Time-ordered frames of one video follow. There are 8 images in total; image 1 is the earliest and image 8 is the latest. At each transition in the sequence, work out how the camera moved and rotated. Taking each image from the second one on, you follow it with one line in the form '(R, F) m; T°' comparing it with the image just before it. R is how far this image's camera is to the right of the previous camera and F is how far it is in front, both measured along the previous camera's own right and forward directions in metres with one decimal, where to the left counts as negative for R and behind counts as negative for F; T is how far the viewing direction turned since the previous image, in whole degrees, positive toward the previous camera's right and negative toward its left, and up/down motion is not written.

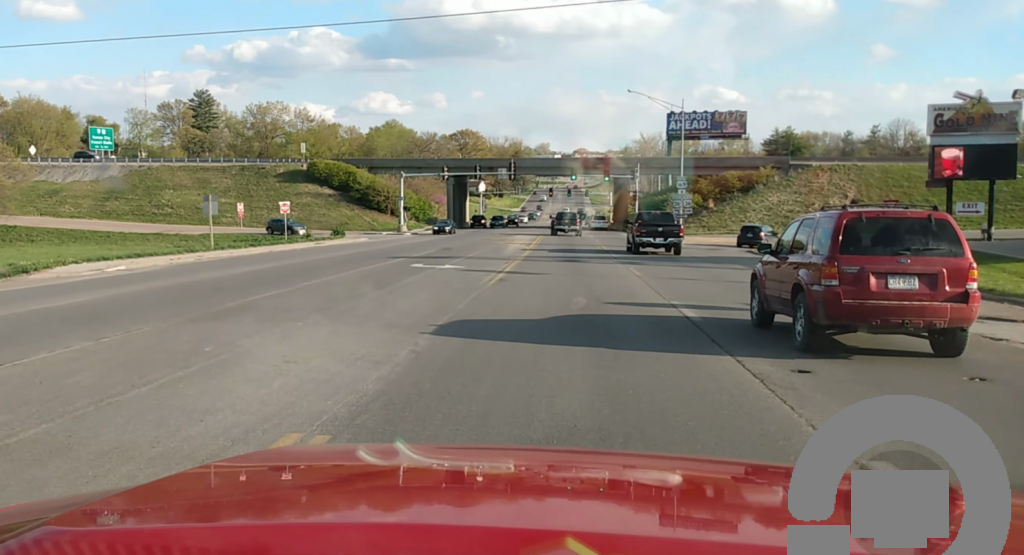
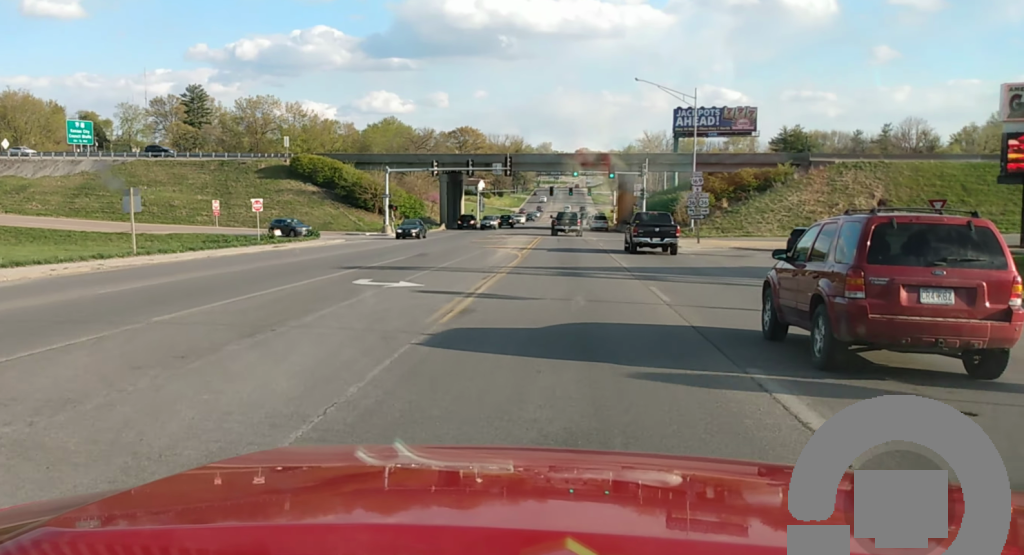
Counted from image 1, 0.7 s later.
(-0.1, +7.9) m; 0°
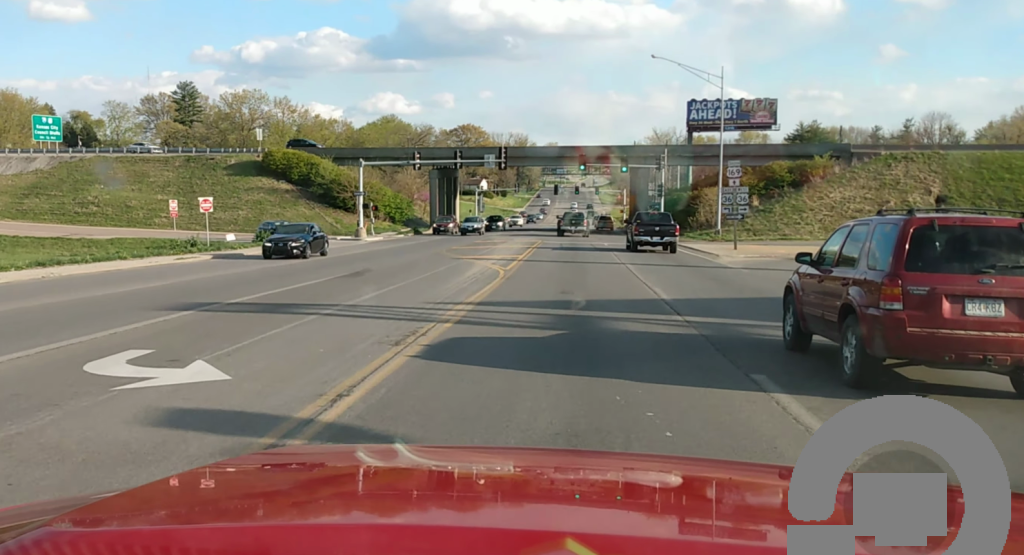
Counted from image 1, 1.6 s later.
(+0.2, +12.1) m; +1°
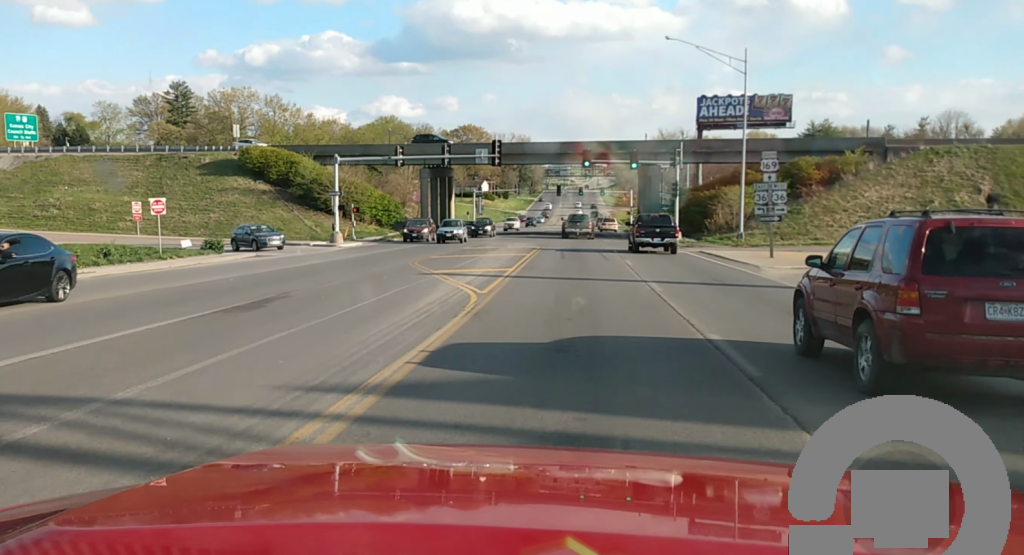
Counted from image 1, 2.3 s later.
(+0.1, +8.5) m; -1°
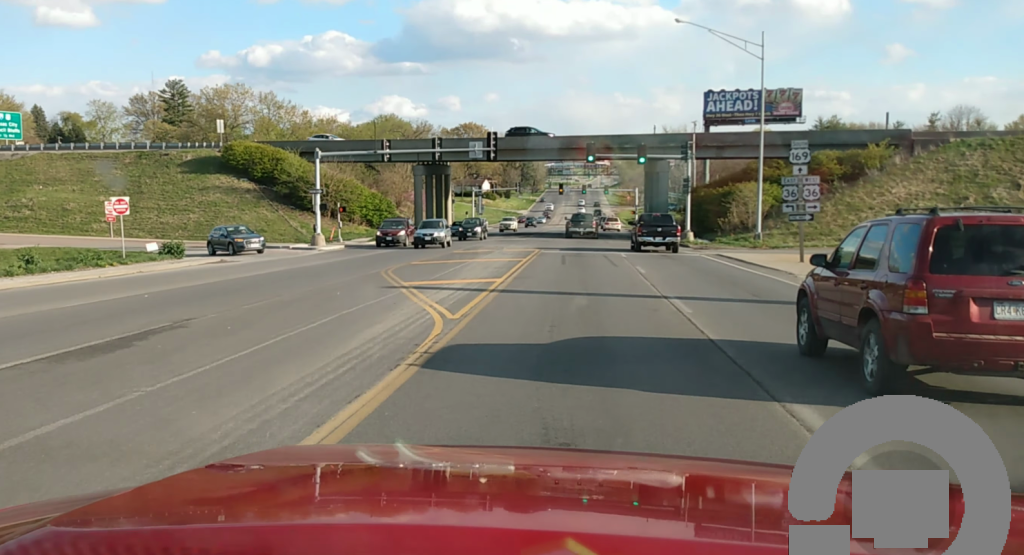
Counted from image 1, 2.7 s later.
(0.0, +5.5) m; 0°
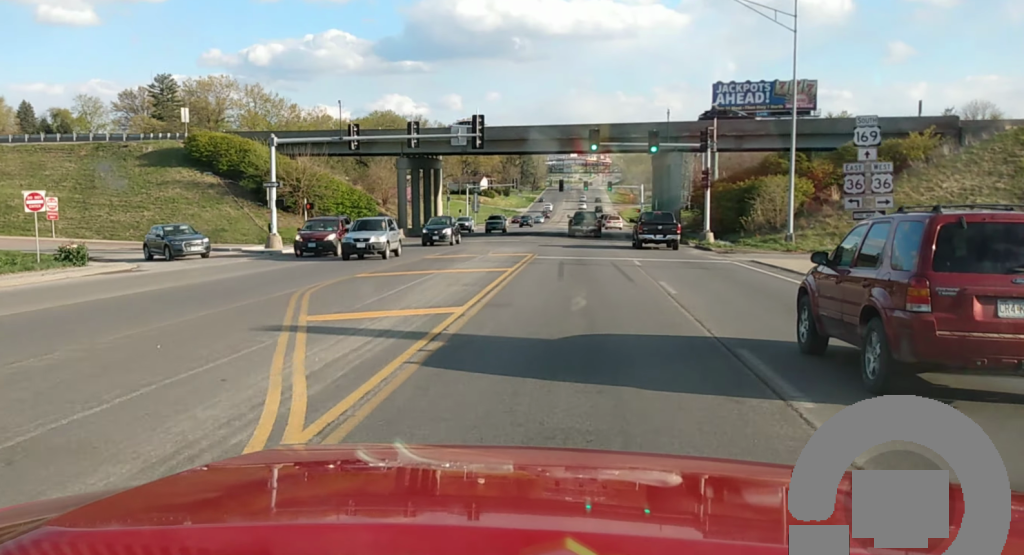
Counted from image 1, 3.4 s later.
(-0.2, +8.5) m; -1°
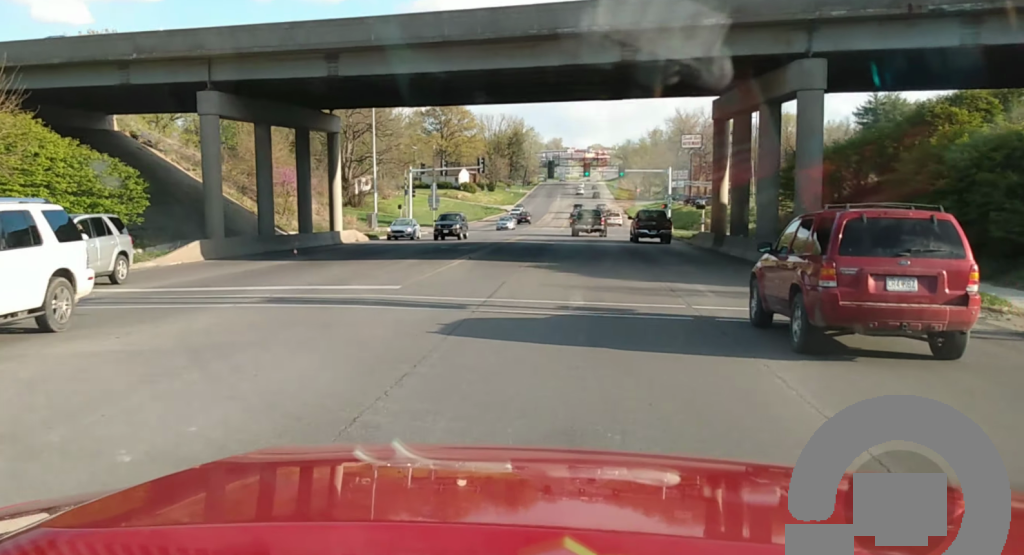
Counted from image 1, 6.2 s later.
(-0.4, +40.3) m; -1°
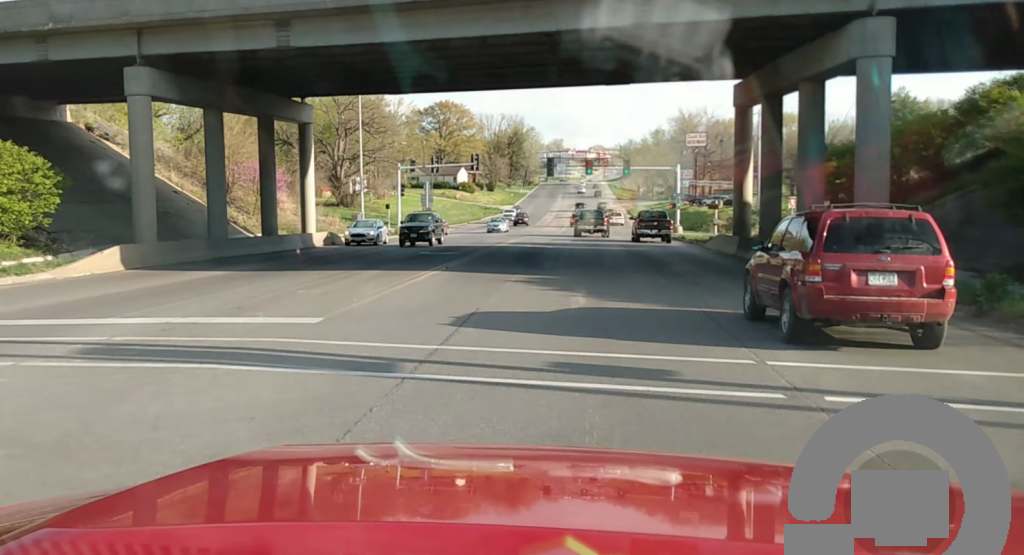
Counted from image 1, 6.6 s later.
(0.0, +6.2) m; 0°
